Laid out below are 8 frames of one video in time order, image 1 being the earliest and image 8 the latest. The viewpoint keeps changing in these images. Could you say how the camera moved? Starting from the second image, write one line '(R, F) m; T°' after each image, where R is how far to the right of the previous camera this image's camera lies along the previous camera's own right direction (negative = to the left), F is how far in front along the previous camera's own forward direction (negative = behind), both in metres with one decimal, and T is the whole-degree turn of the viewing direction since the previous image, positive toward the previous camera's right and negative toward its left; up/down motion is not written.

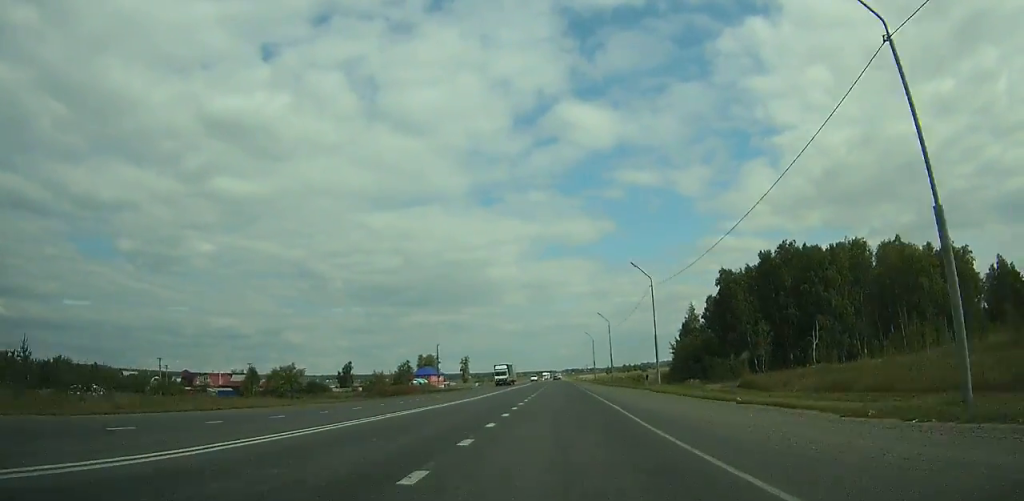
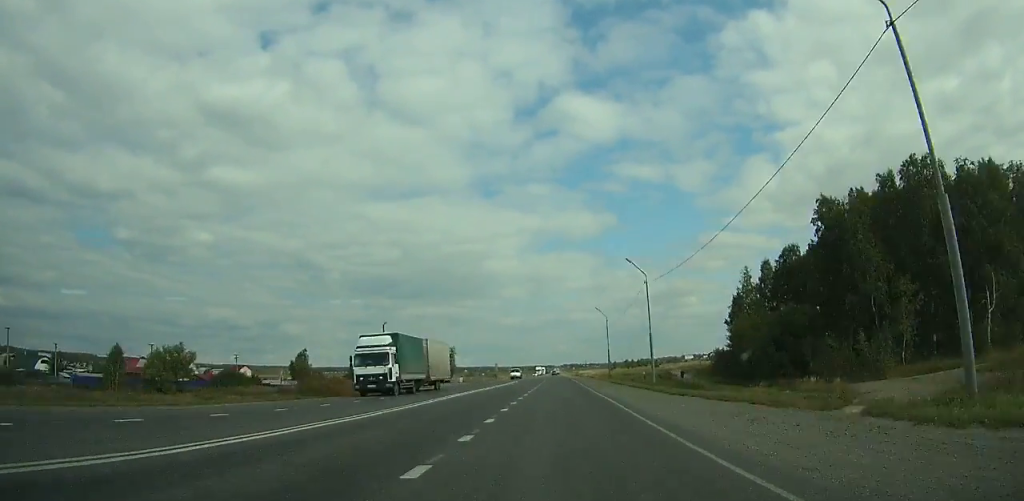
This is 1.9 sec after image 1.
(0.0, +34.5) m; 0°
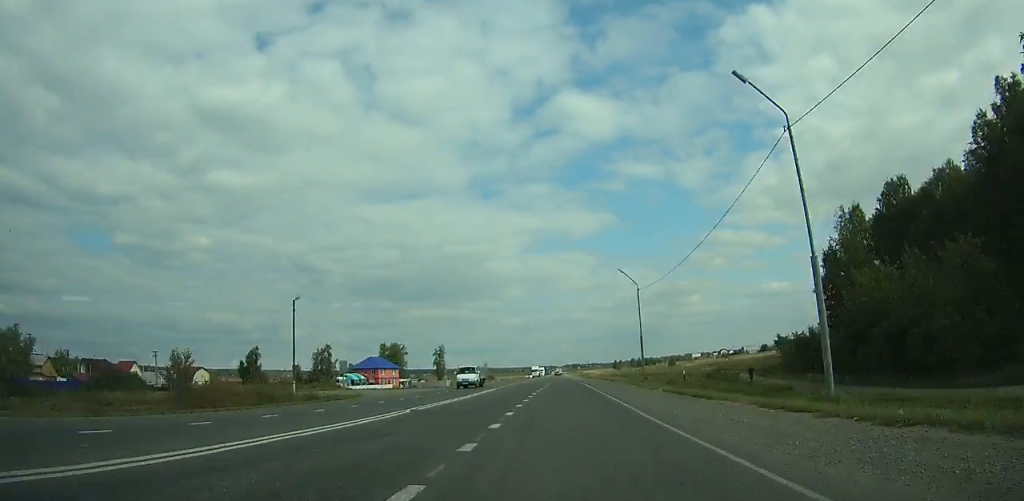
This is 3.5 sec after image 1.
(+0.1, +29.3) m; 0°
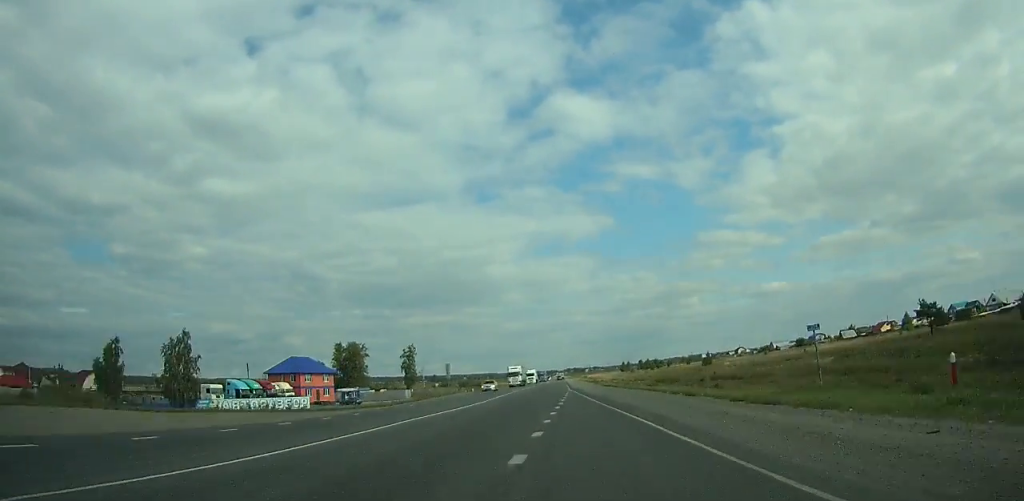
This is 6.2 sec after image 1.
(-0.5, +49.9) m; 0°
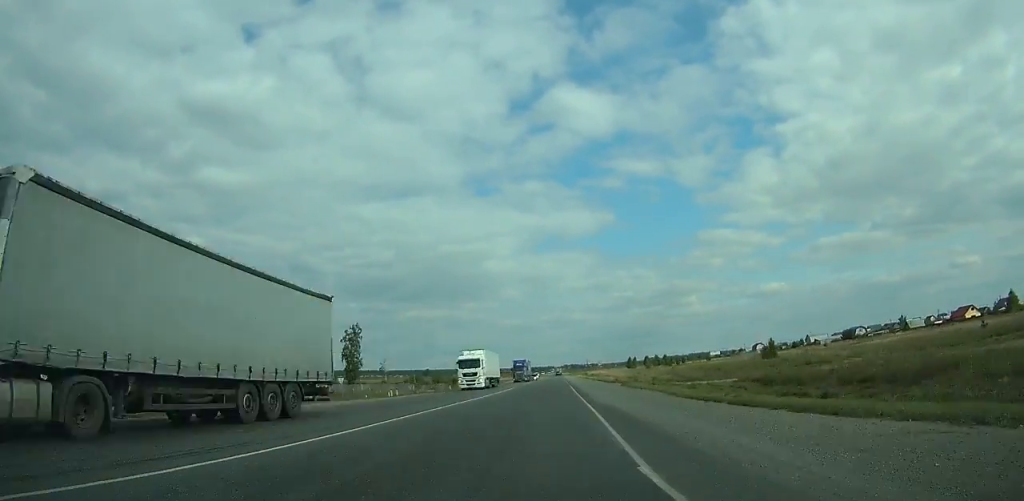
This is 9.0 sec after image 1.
(0.0, +51.7) m; 0°
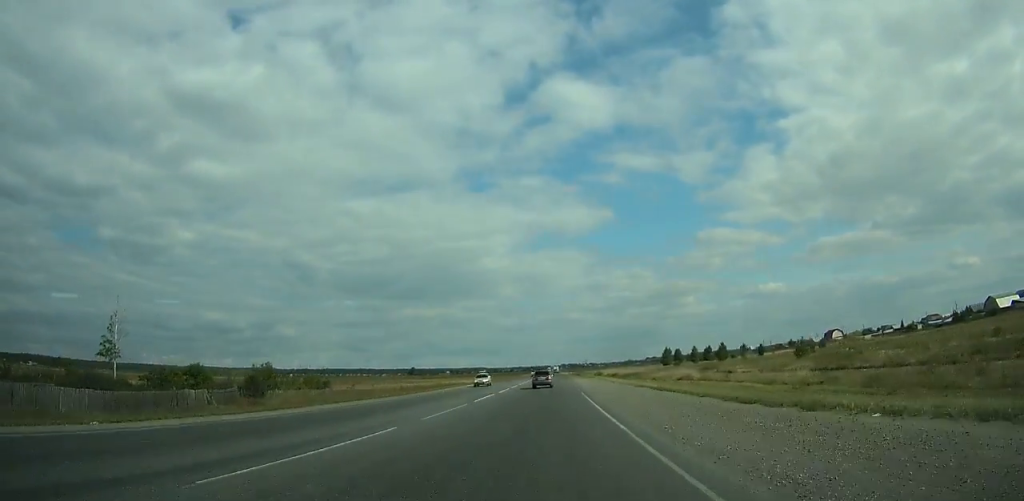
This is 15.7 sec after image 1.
(+0.6, +126.2) m; +1°
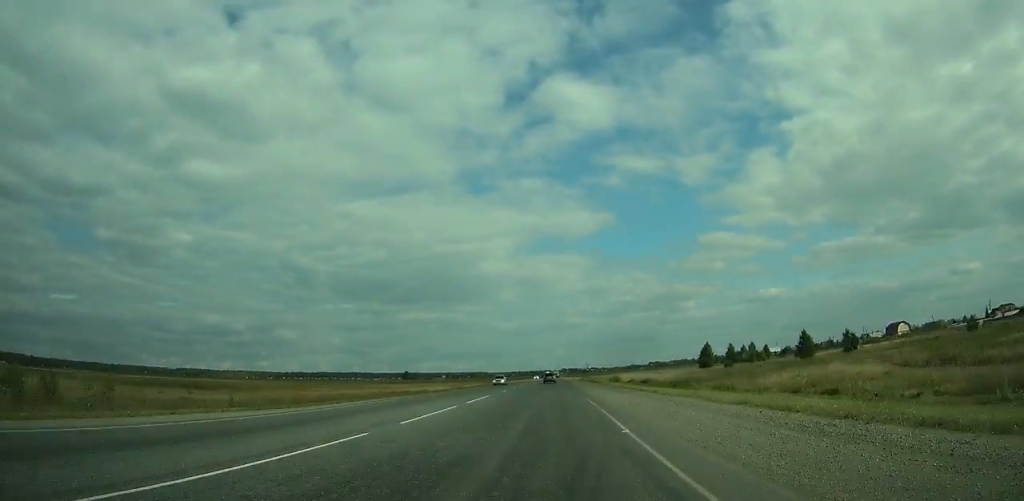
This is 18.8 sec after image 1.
(+0.4, +61.5) m; 0°
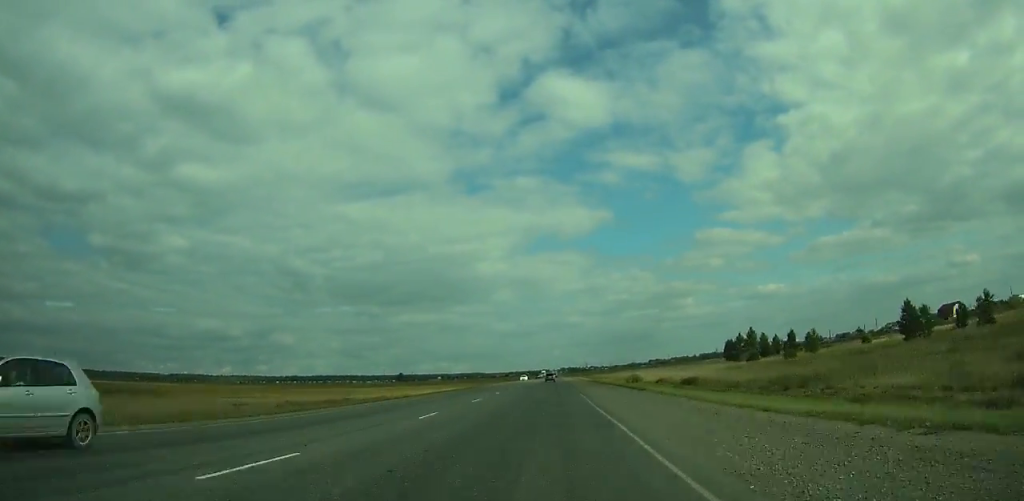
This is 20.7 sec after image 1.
(0.0, +39.0) m; 0°
